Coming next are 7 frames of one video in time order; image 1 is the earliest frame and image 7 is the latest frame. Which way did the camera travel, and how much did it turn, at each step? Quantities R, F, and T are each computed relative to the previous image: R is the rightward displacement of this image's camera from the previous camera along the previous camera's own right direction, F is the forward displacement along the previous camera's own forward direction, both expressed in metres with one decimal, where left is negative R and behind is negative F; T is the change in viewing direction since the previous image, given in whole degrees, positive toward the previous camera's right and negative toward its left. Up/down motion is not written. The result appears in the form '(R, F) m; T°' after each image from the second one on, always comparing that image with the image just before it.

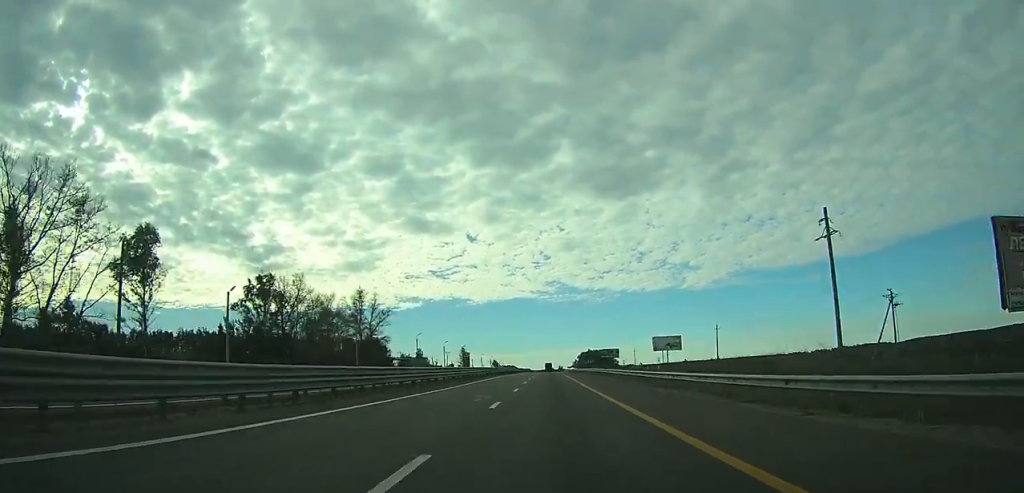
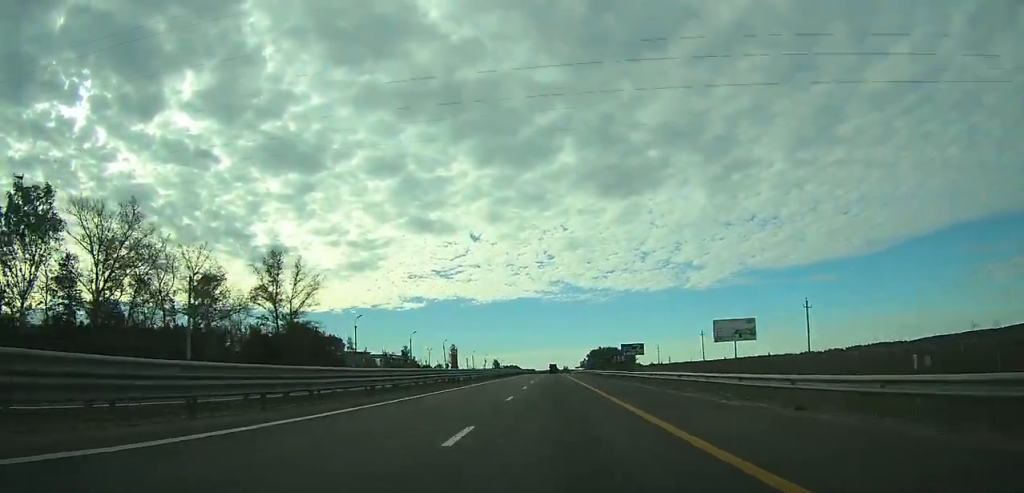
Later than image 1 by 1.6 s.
(-0.1, +42.2) m; 0°
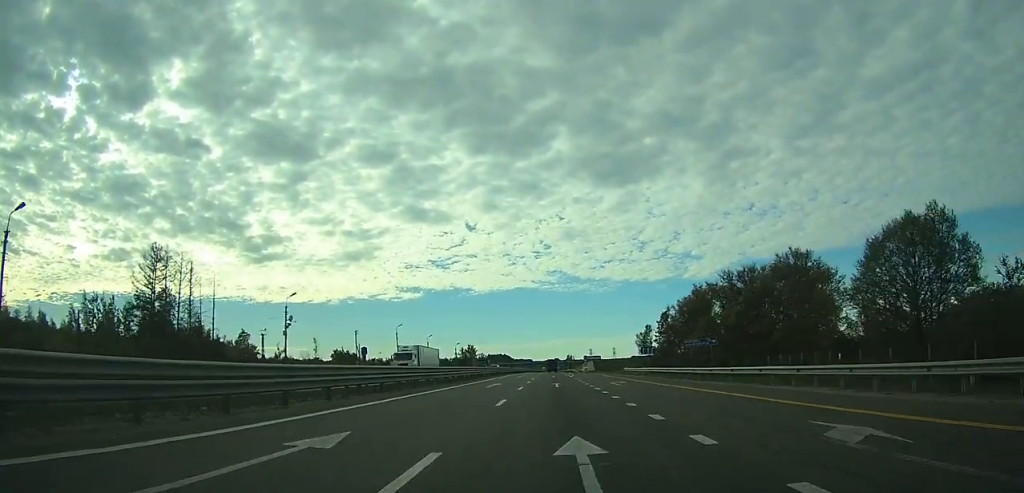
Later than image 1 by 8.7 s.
(-0.2, +200.1) m; 0°
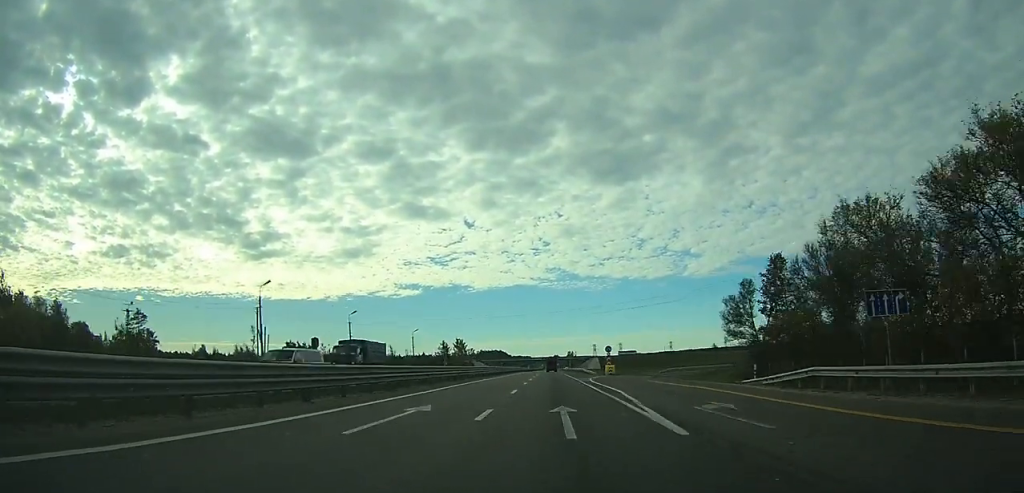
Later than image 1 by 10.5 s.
(0.0, +50.1) m; 0°
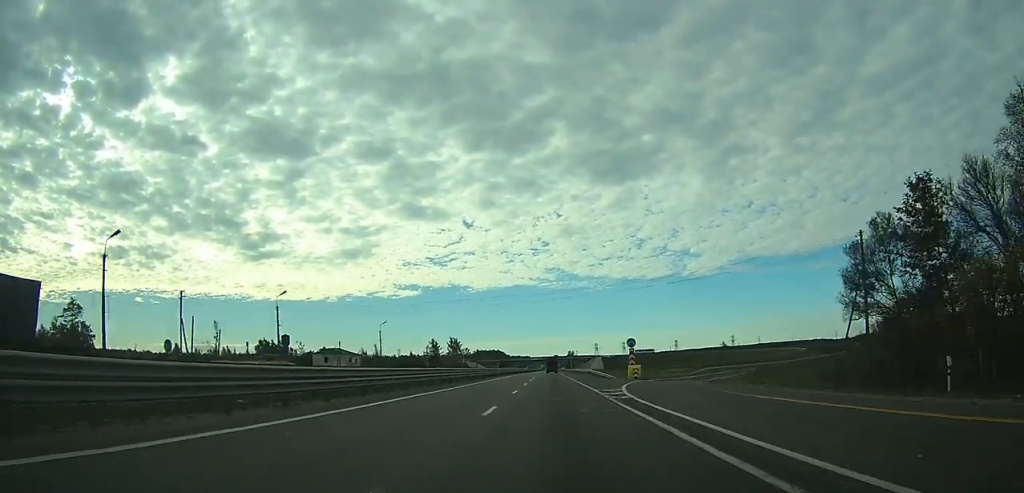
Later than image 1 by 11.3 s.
(0.0, +21.4) m; 0°
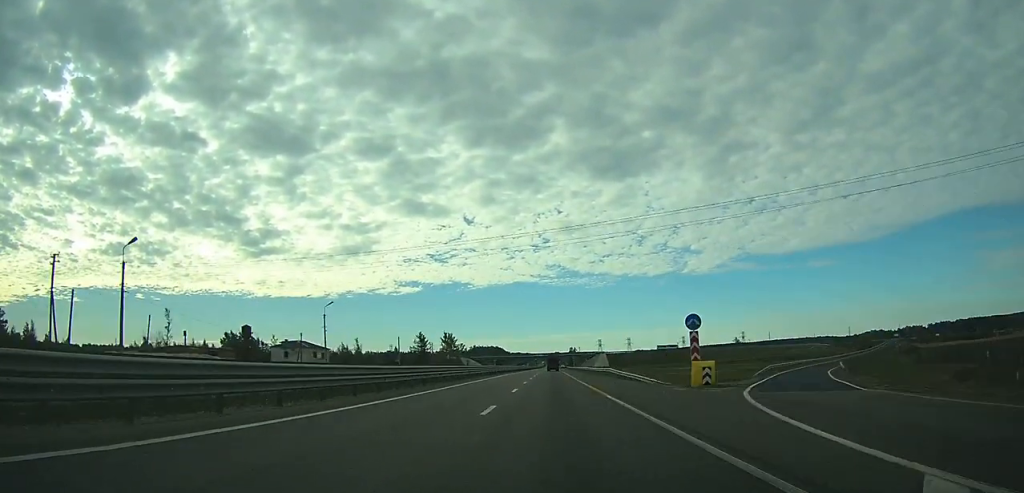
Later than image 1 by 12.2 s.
(0.0, +24.7) m; 0°
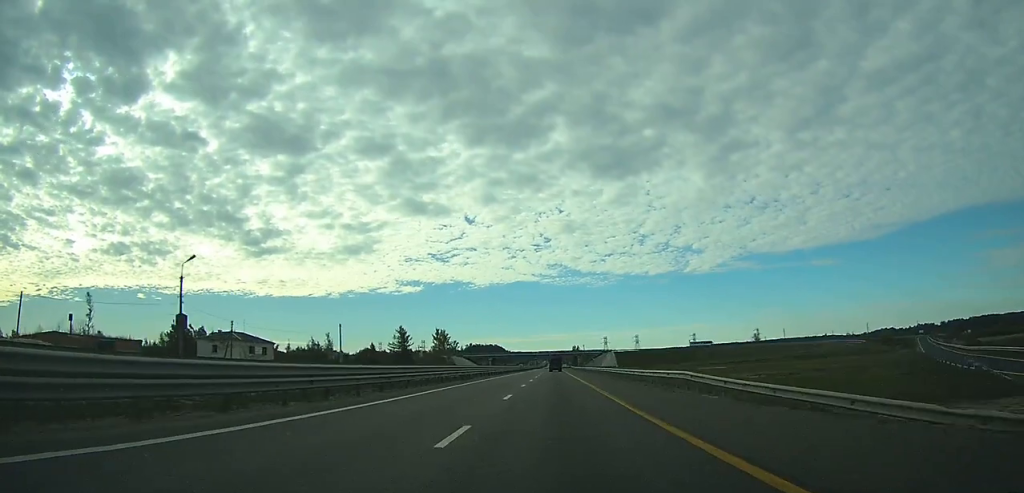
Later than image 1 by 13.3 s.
(+0.1, +31.0) m; 0°
